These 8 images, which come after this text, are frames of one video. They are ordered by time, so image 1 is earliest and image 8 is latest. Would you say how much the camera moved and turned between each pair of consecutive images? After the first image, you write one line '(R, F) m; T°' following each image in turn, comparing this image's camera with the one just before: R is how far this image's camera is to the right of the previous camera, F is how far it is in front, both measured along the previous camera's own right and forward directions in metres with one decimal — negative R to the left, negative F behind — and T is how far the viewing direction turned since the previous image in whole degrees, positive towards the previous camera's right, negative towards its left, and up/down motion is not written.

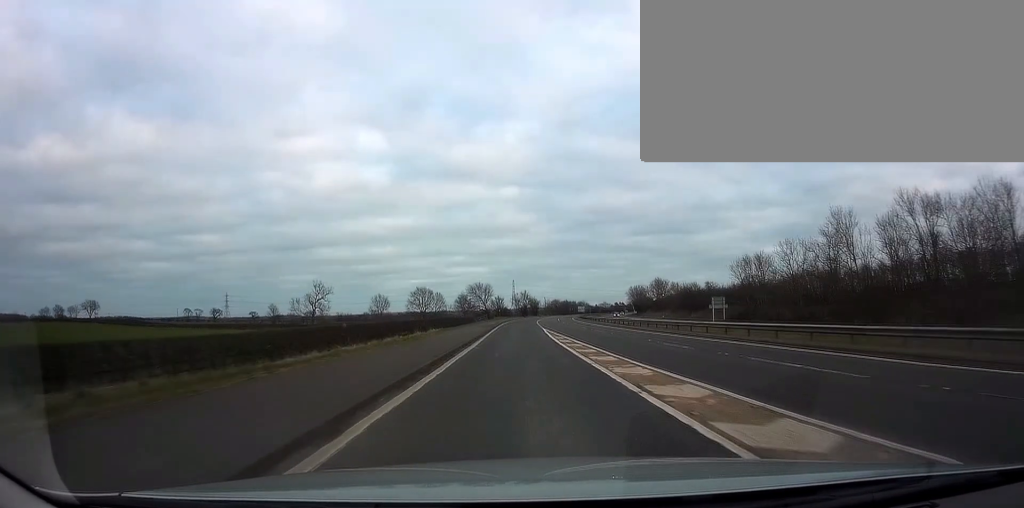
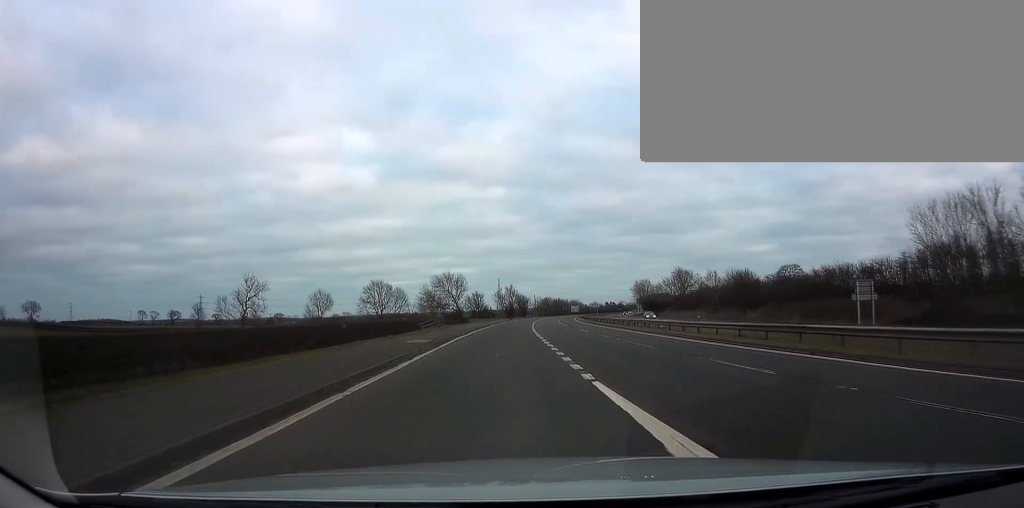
(-0.3, +46.8) m; 0°
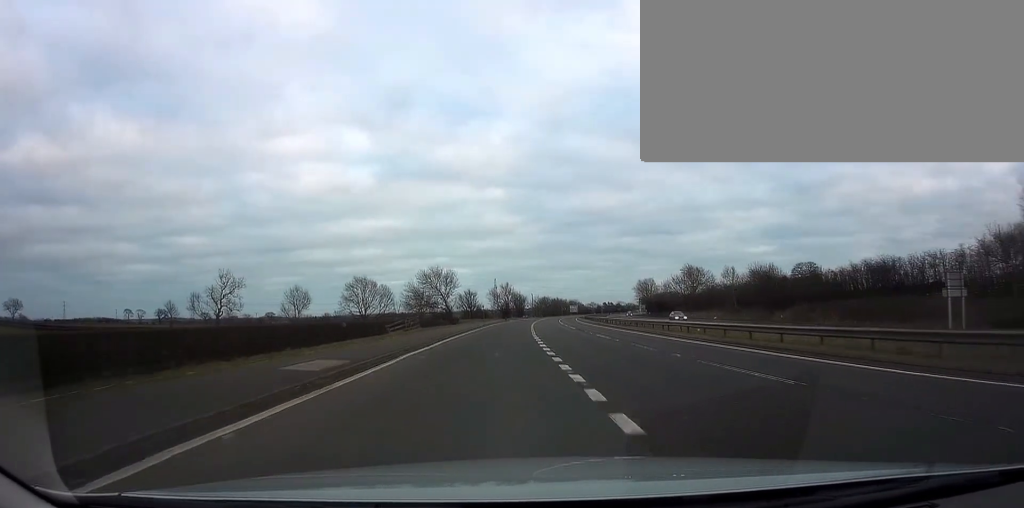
(+0.1, +13.3) m; 0°
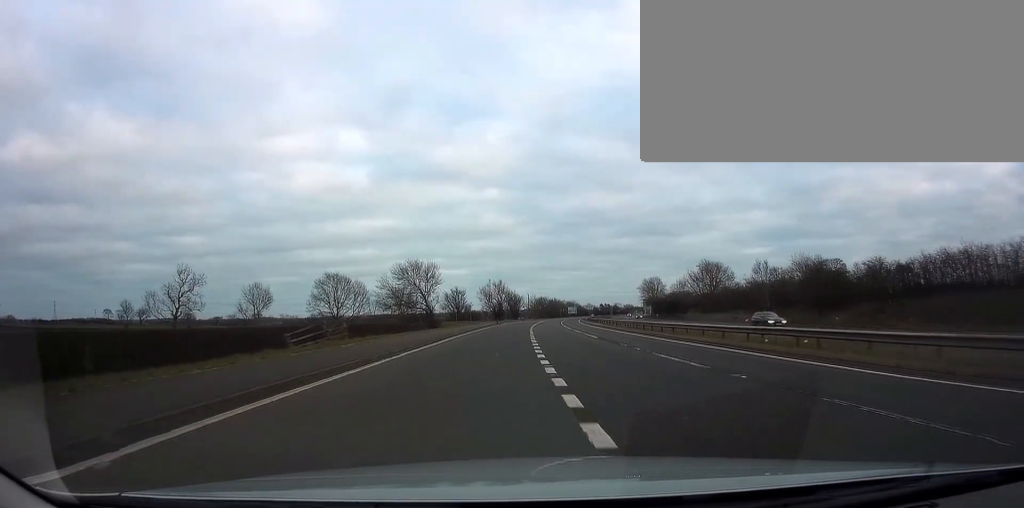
(-0.1, +18.3) m; 0°
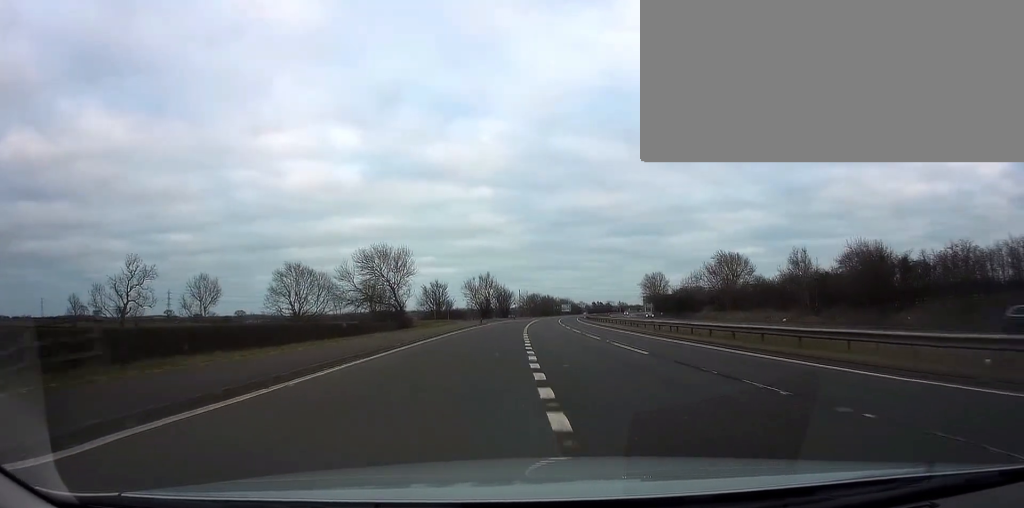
(-0.2, +17.1) m; 0°
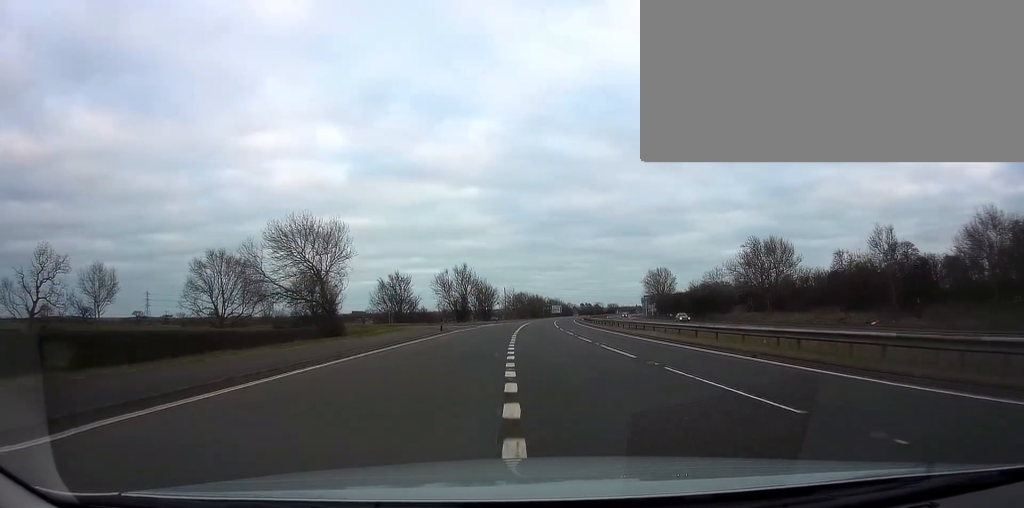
(+0.4, +23.8) m; +1°
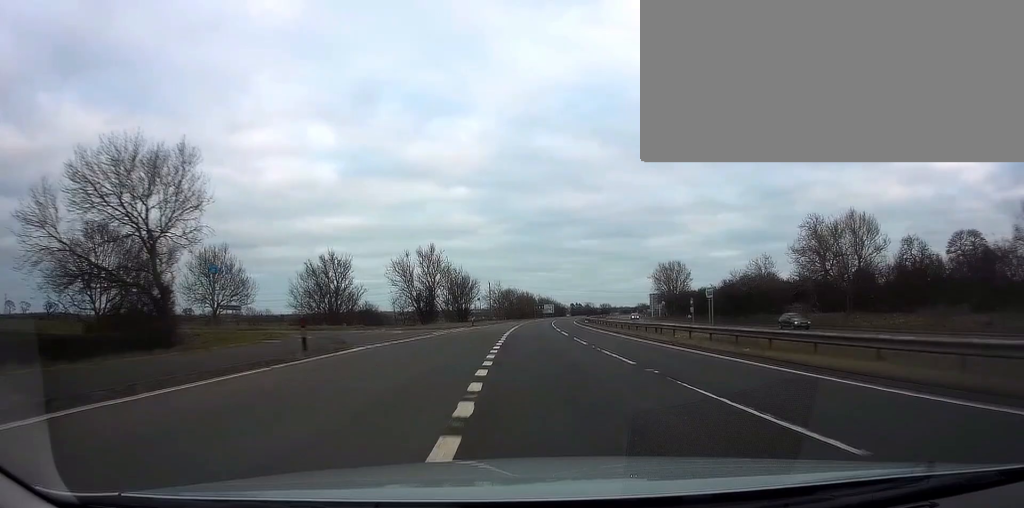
(+0.4, +24.3) m; +2°
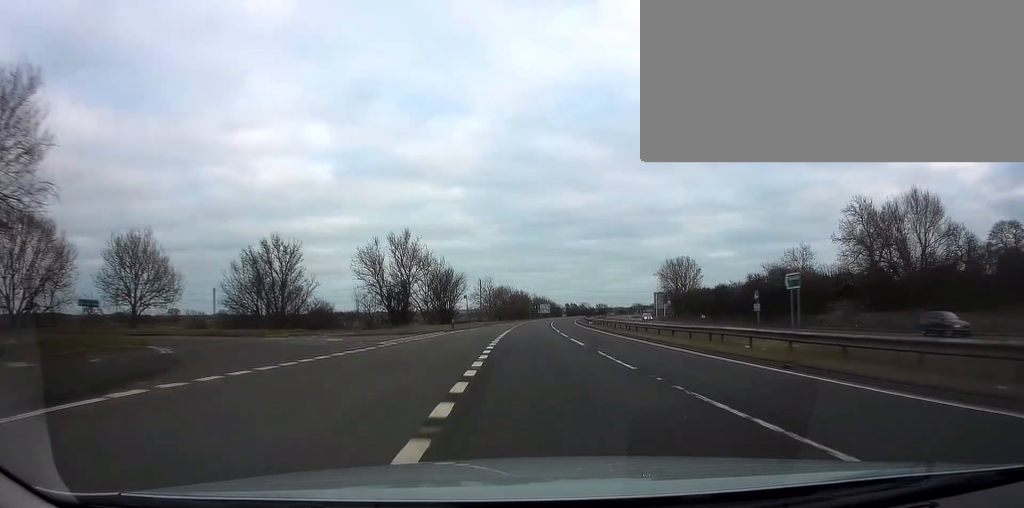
(0.0, +12.0) m; +1°
